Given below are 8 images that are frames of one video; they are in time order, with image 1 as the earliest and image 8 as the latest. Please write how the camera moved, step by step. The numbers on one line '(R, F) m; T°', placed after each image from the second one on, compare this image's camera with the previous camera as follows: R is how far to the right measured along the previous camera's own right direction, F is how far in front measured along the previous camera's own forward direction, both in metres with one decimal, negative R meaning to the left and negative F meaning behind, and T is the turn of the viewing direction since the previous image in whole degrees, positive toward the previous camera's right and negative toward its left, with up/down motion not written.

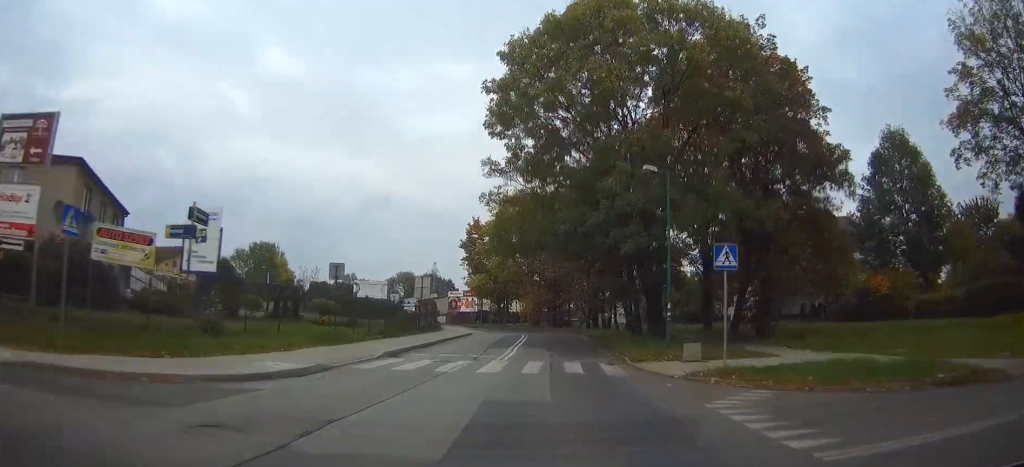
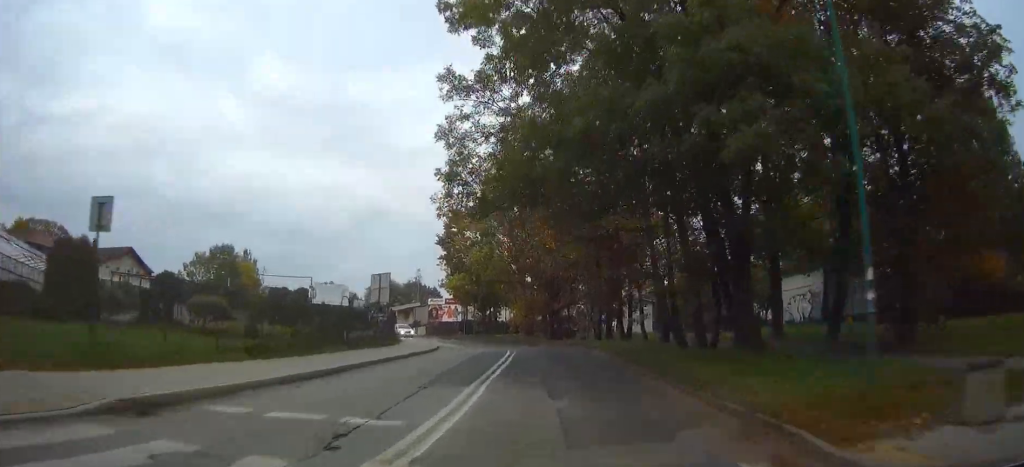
(-0.1, +14.8) m; 0°
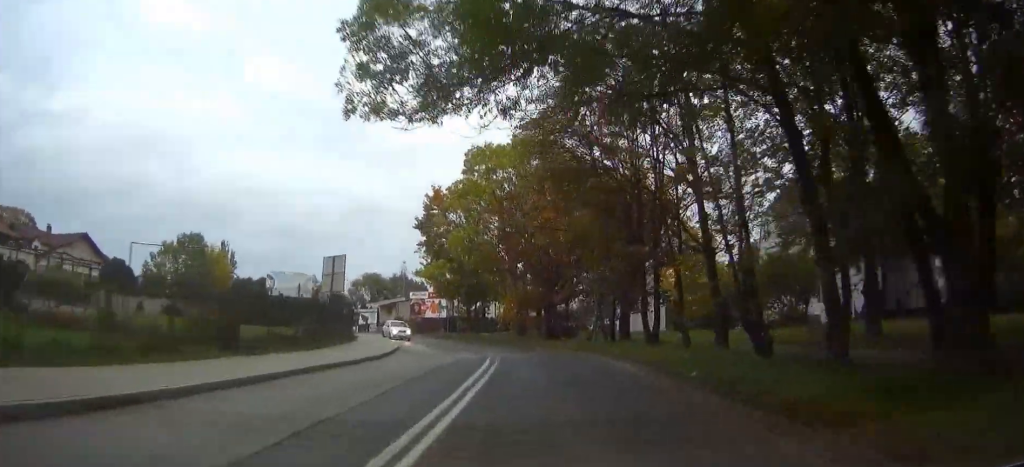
(0.0, +10.1) m; 0°
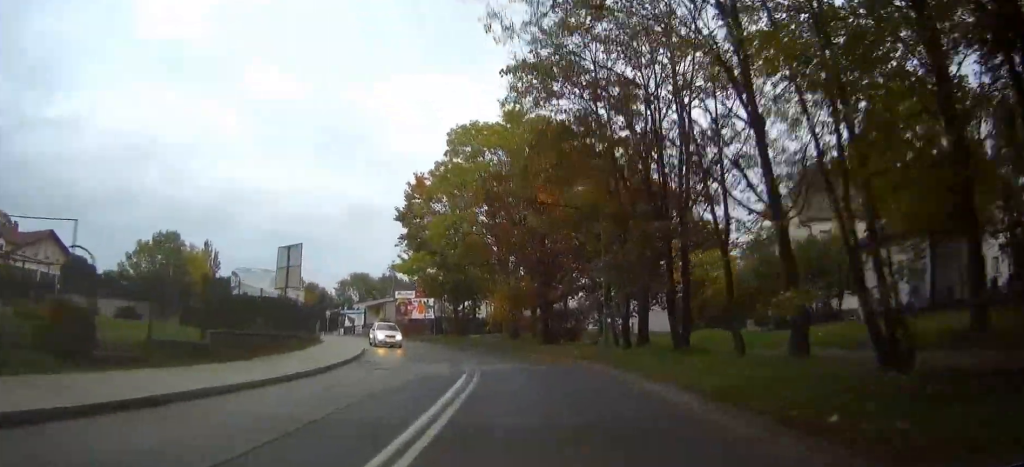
(+0.1, +6.4) m; 0°
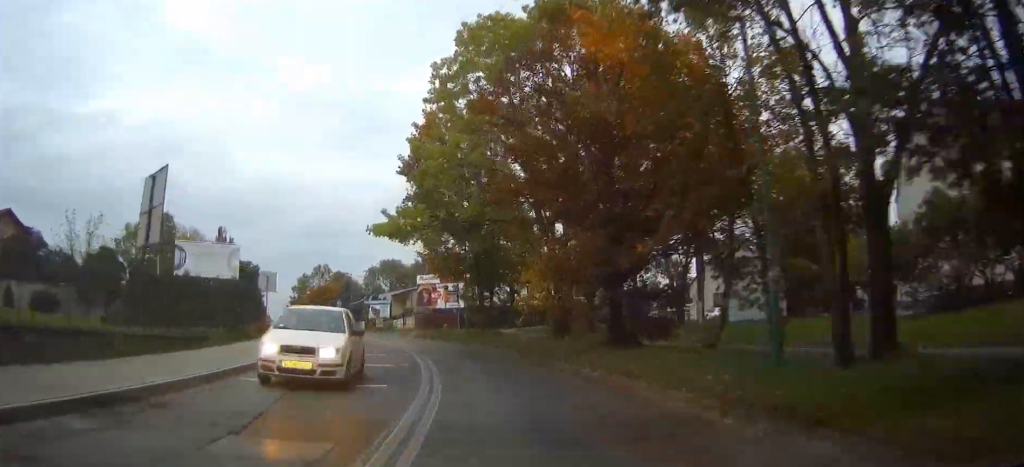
(-0.1, +15.5) m; -4°
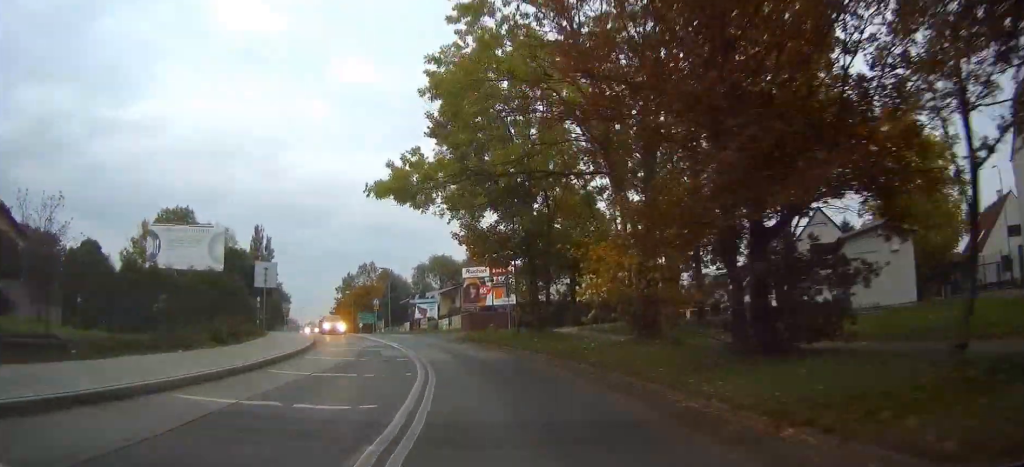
(-0.4, +9.4) m; -3°
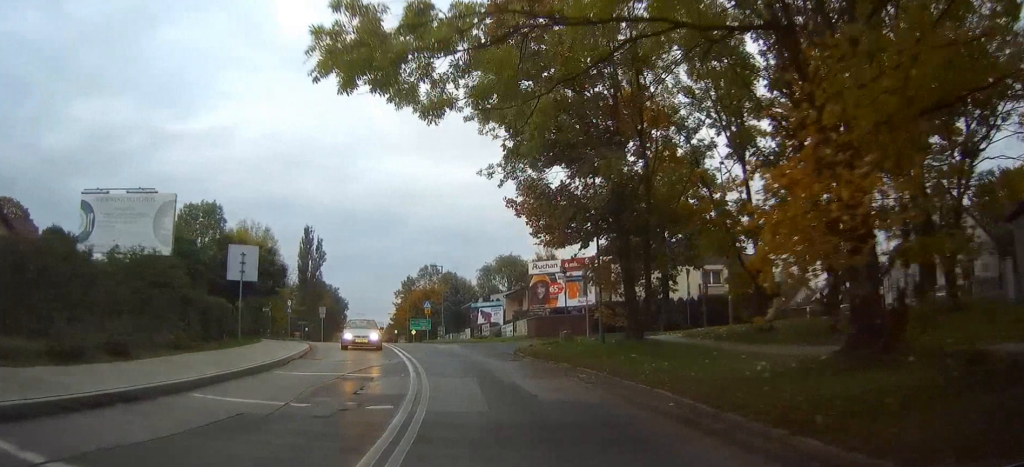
(-0.4, +10.7) m; -4°
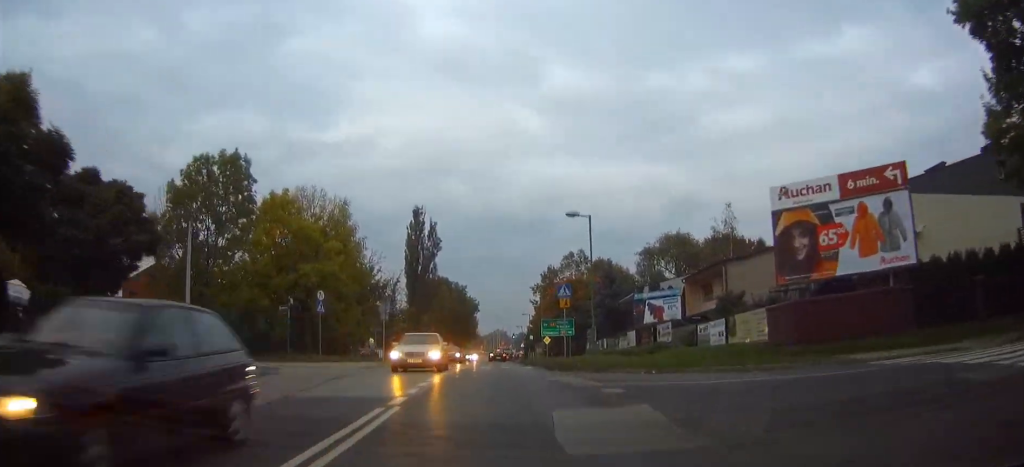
(-3.2, +26.7) m; -15°
